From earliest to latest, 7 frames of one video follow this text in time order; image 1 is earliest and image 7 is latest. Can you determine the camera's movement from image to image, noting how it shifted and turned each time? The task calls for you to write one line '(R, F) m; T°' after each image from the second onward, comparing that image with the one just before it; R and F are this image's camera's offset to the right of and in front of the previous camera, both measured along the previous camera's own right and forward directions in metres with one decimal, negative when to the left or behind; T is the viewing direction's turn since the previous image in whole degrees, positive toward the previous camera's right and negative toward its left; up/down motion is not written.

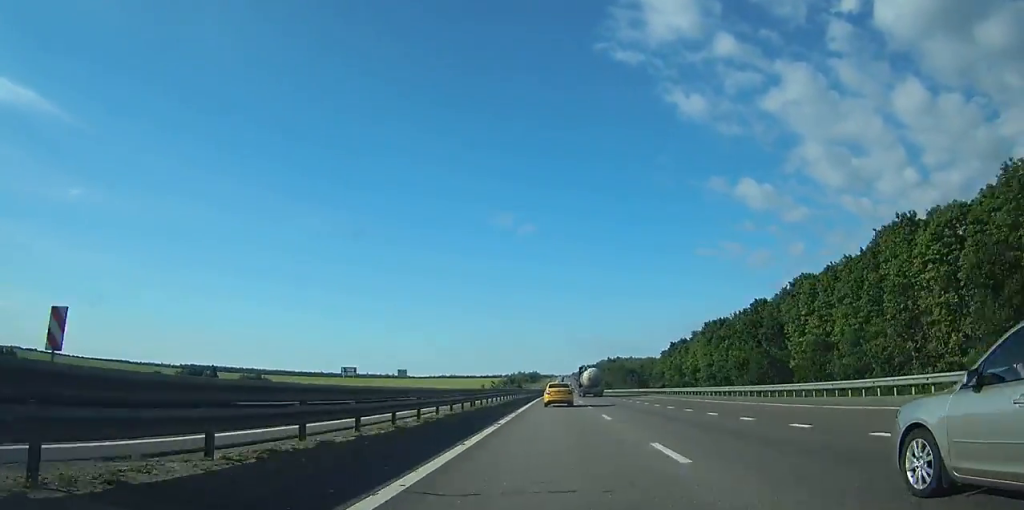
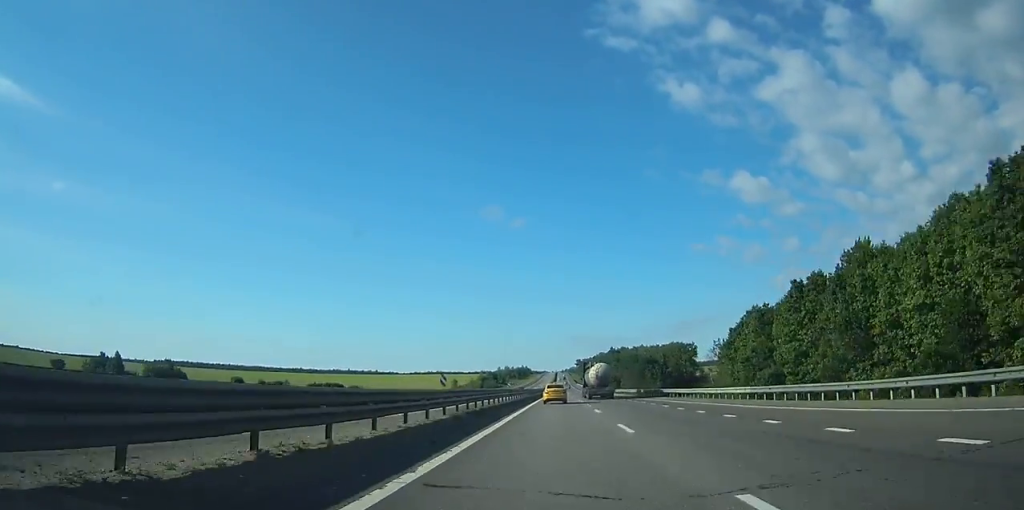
(+1.0, +96.7) m; +1°
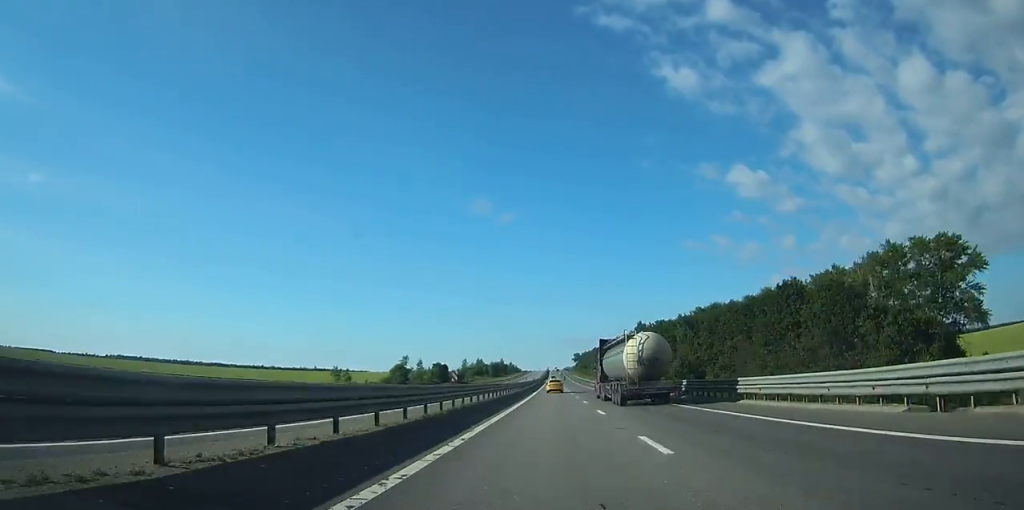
(+1.1, +171.2) m; 0°
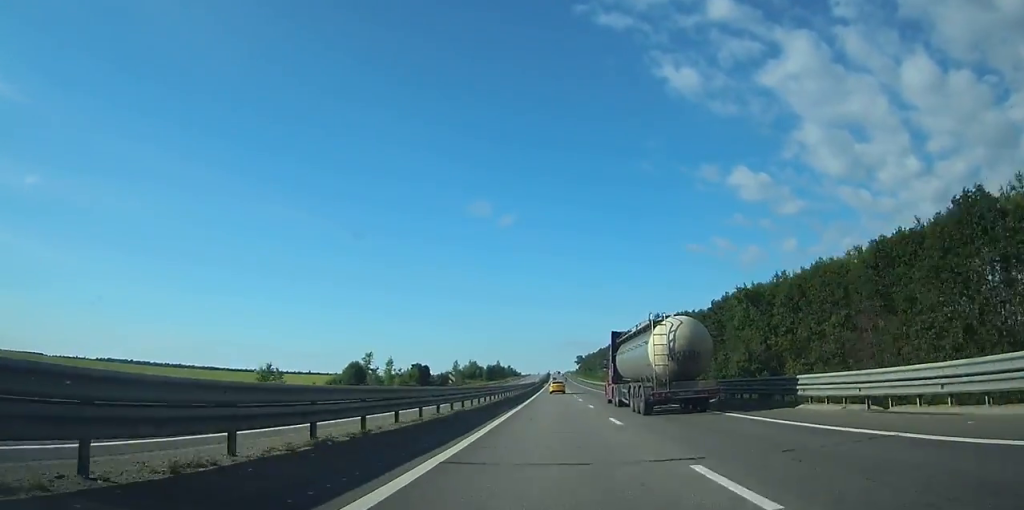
(-0.1, +39.4) m; 0°
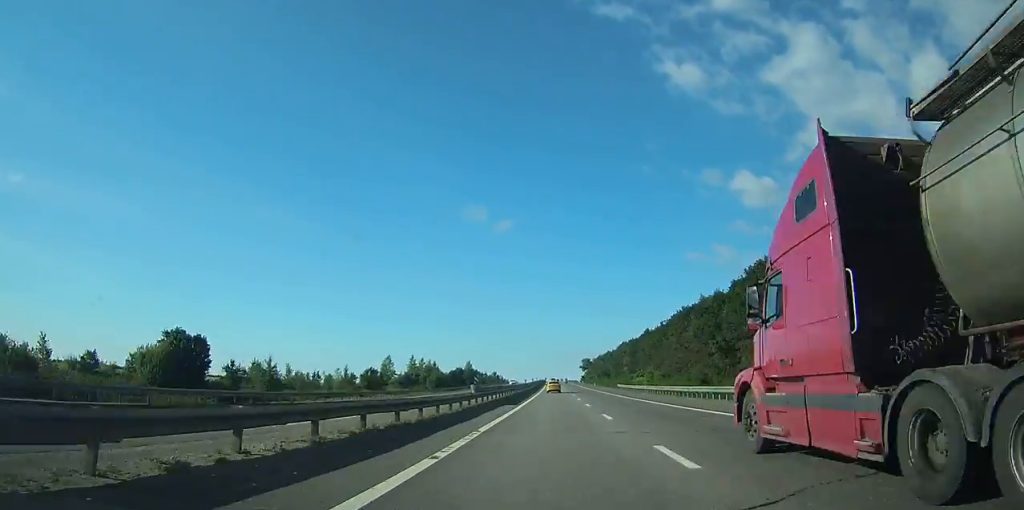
(+0.2, +131.9) m; 0°
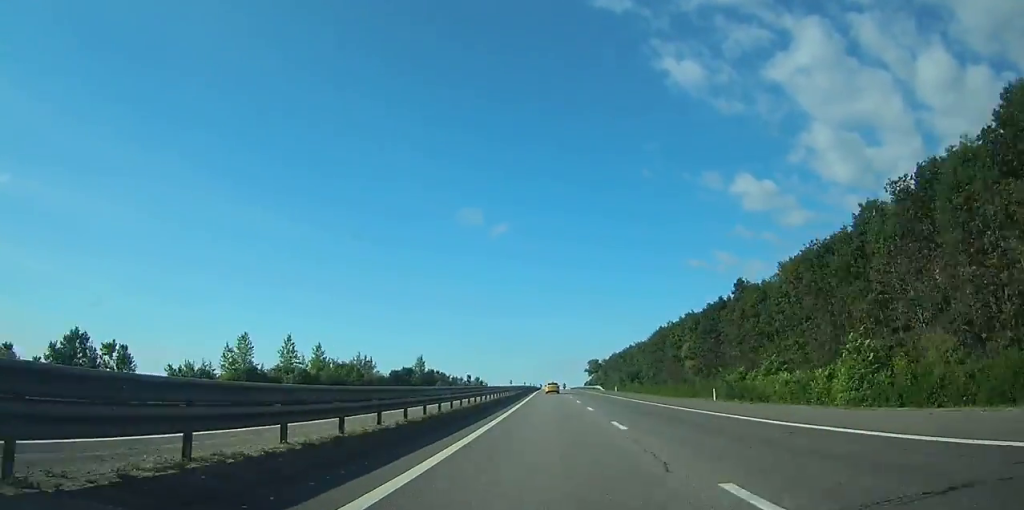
(0.0, +98.6) m; 0°
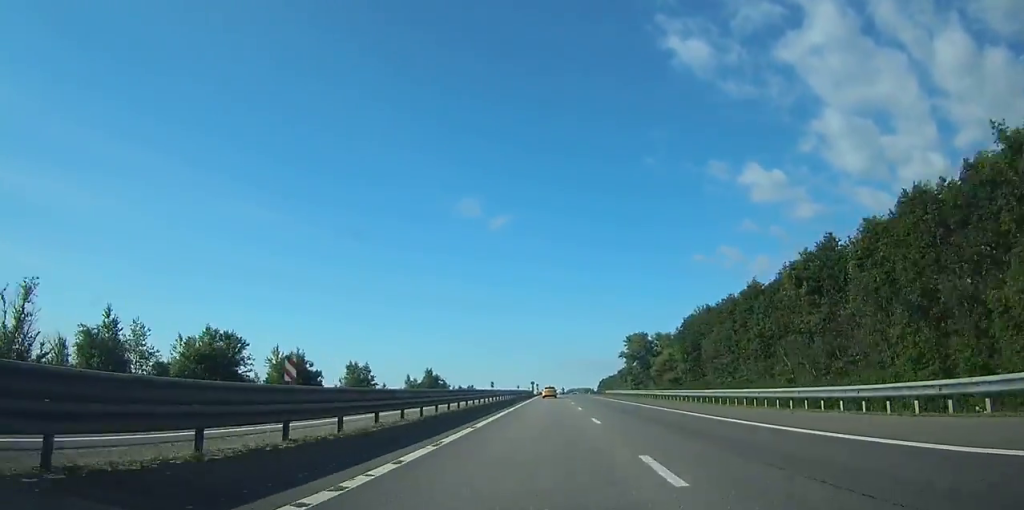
(-0.3, +166.5) m; 0°
